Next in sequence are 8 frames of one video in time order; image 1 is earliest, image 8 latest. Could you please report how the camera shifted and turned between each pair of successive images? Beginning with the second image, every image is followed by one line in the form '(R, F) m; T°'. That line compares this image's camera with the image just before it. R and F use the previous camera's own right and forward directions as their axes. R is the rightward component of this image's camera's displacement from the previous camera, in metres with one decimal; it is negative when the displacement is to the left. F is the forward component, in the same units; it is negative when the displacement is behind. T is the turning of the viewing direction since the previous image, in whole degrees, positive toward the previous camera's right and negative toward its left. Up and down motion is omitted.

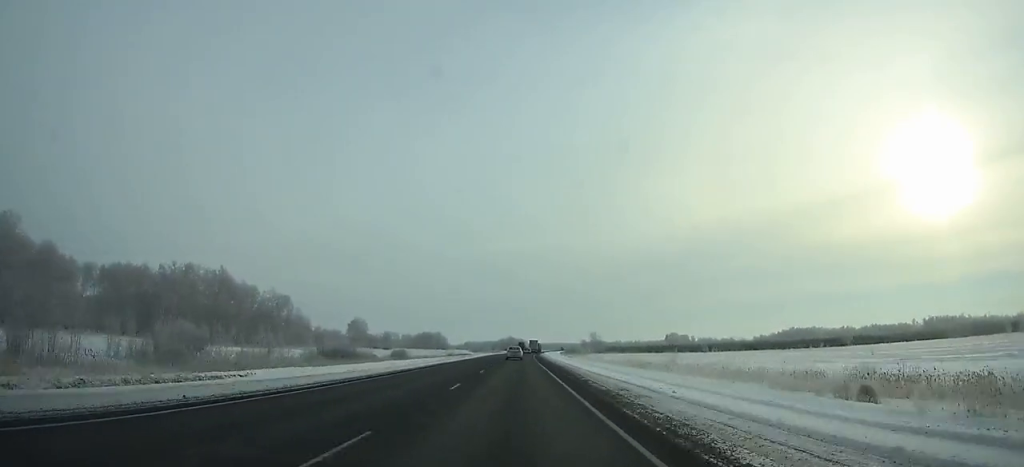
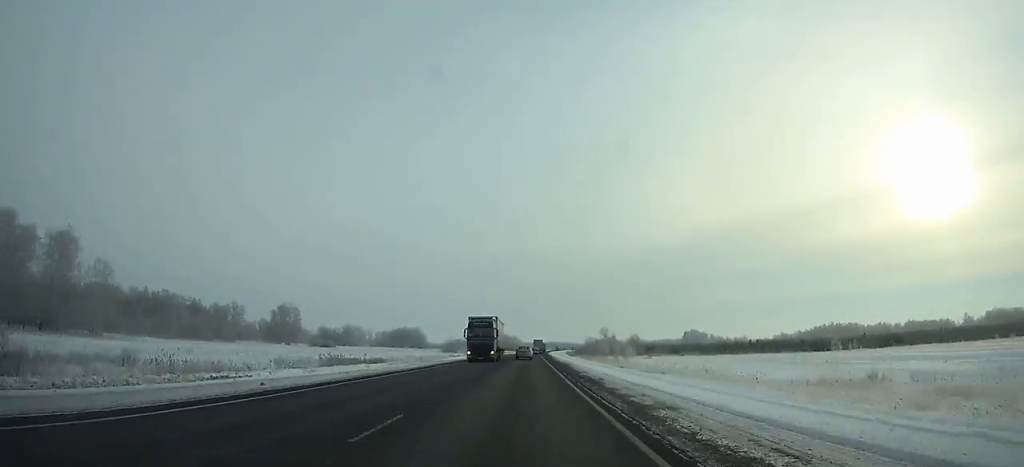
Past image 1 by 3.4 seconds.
(+0.6, +93.0) m; +1°
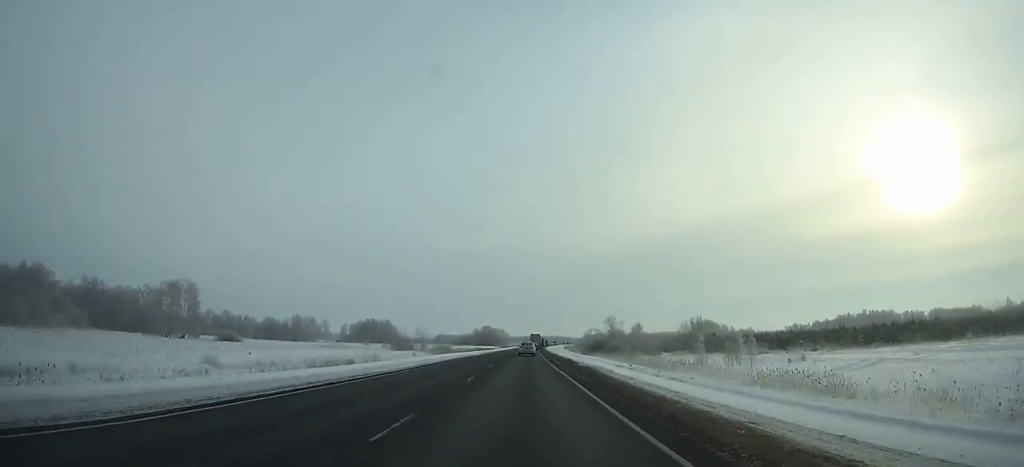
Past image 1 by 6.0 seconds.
(+0.8, +70.6) m; +1°
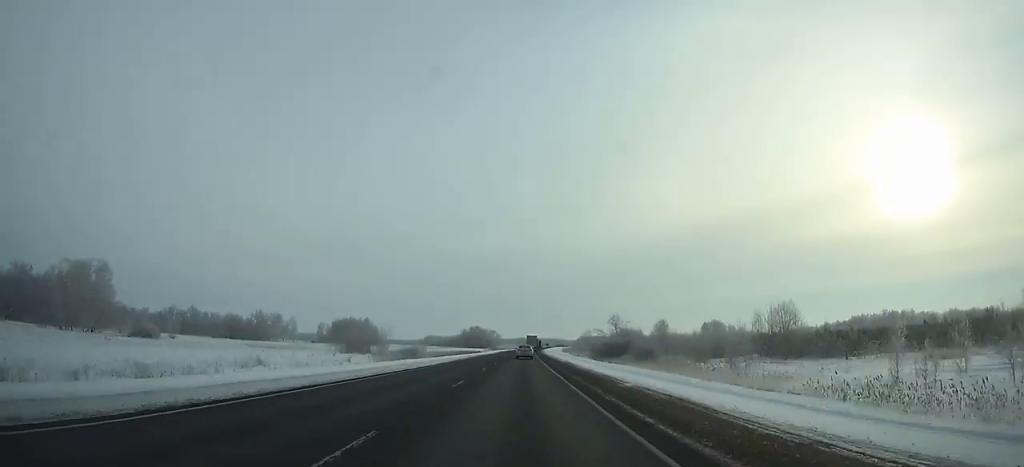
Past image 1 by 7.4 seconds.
(+0.2, +37.6) m; 0°
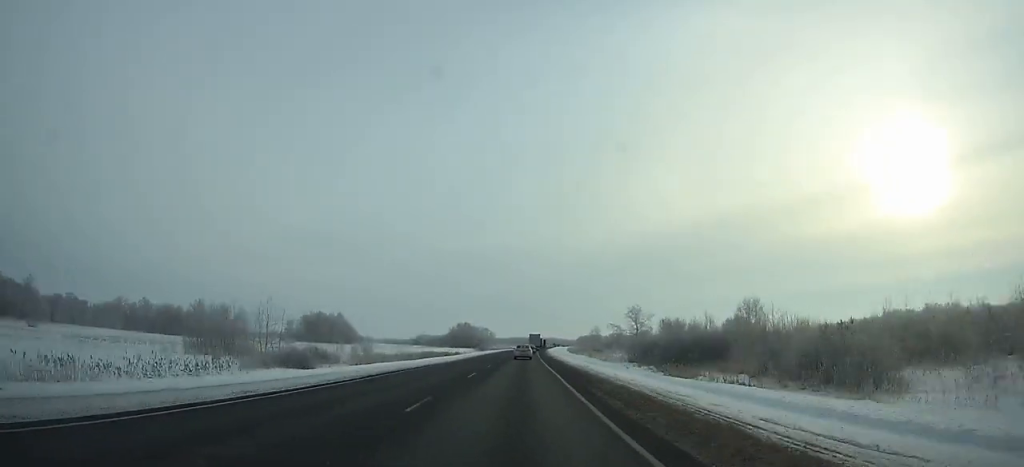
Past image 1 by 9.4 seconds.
(+0.1, +53.4) m; +1°
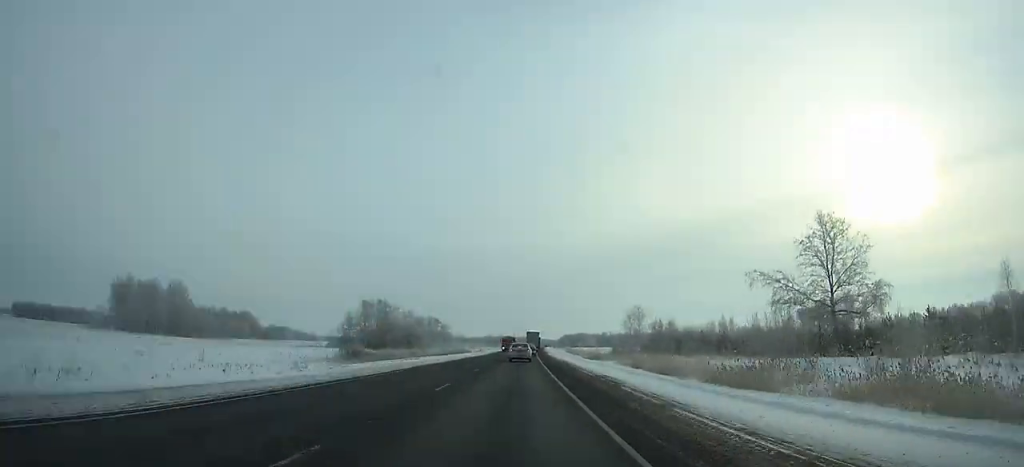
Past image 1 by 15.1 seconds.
(+2.7, +146.3) m; +2°
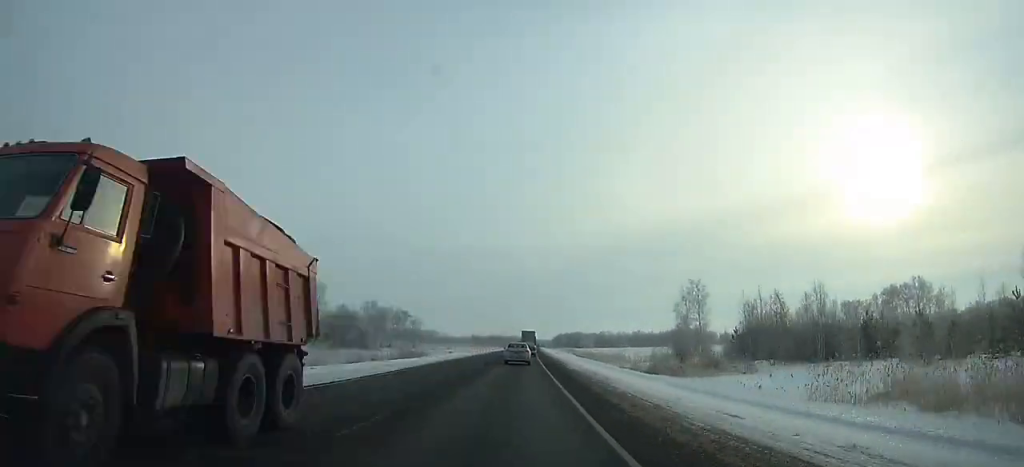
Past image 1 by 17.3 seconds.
(+0.5, +53.2) m; +1°
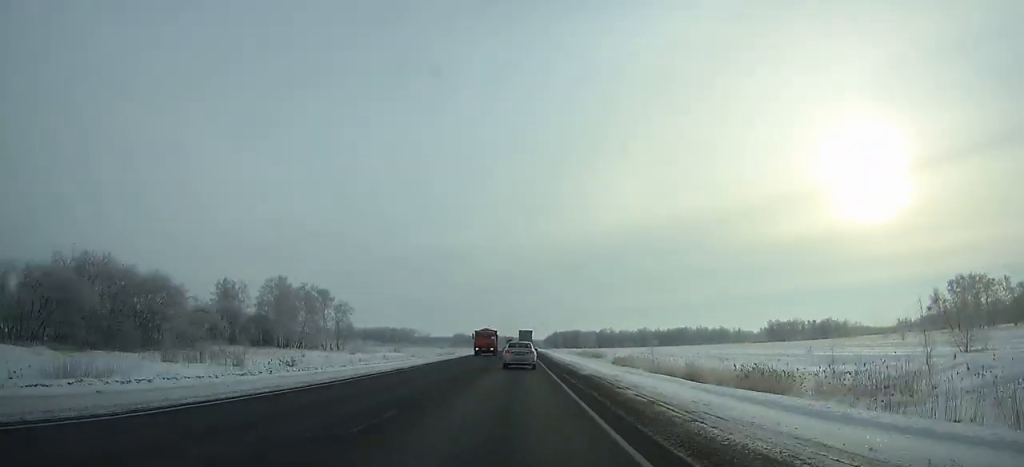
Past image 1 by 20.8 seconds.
(+0.6, +81.1) m; +1°
